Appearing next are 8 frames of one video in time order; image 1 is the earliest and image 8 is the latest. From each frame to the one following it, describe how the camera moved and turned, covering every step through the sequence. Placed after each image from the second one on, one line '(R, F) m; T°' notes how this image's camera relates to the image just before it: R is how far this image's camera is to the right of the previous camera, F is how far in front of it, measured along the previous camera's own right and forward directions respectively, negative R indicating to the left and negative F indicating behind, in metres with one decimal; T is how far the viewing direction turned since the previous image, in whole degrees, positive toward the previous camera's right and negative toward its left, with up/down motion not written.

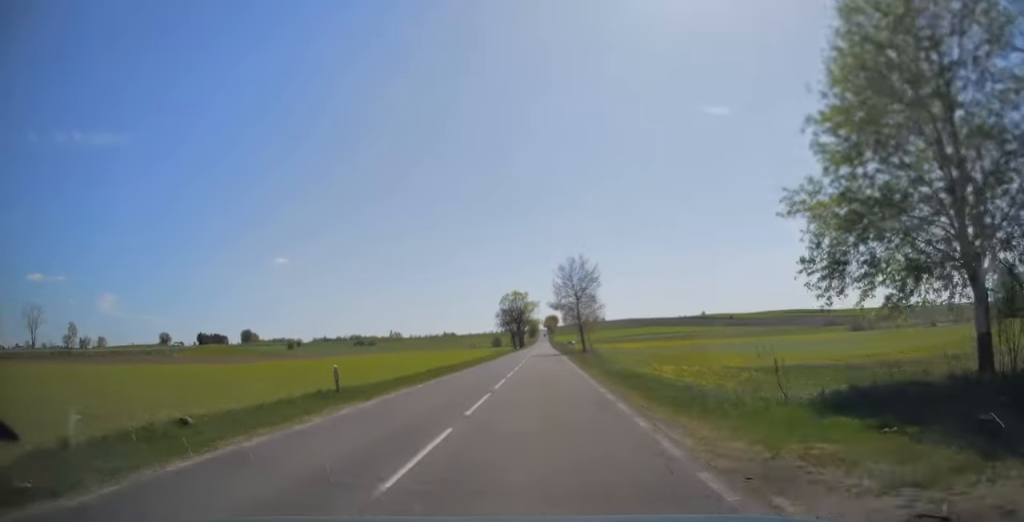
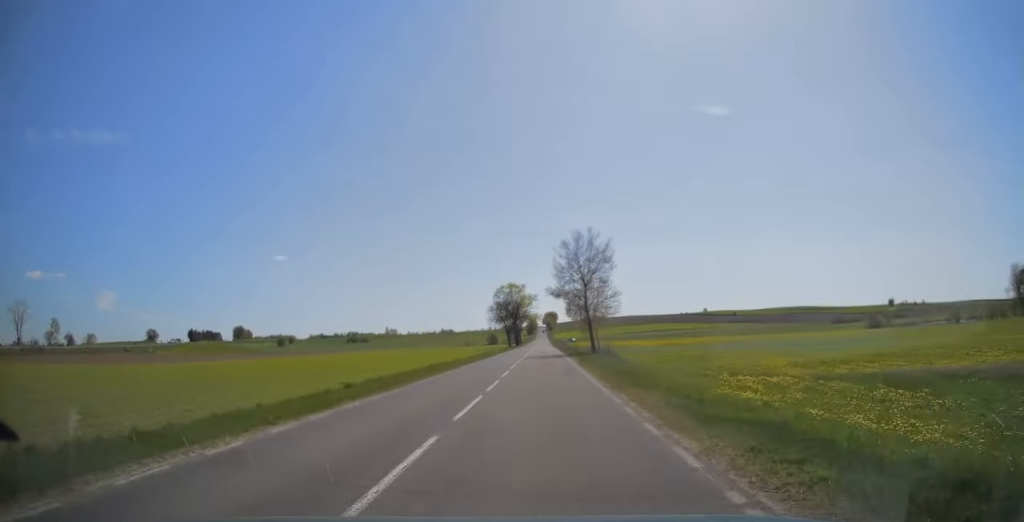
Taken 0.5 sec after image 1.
(-0.1, +13.1) m; 0°
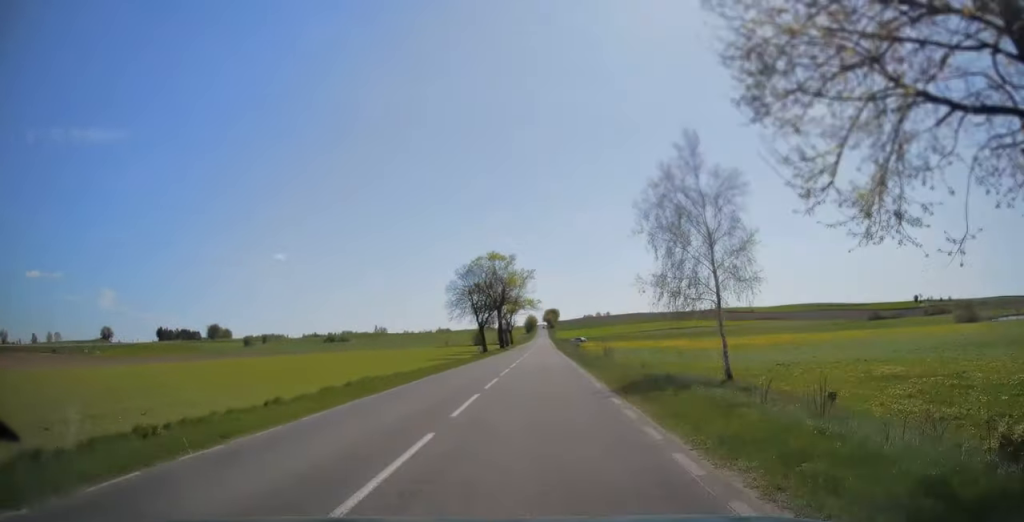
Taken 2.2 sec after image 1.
(+0.2, +47.0) m; 0°
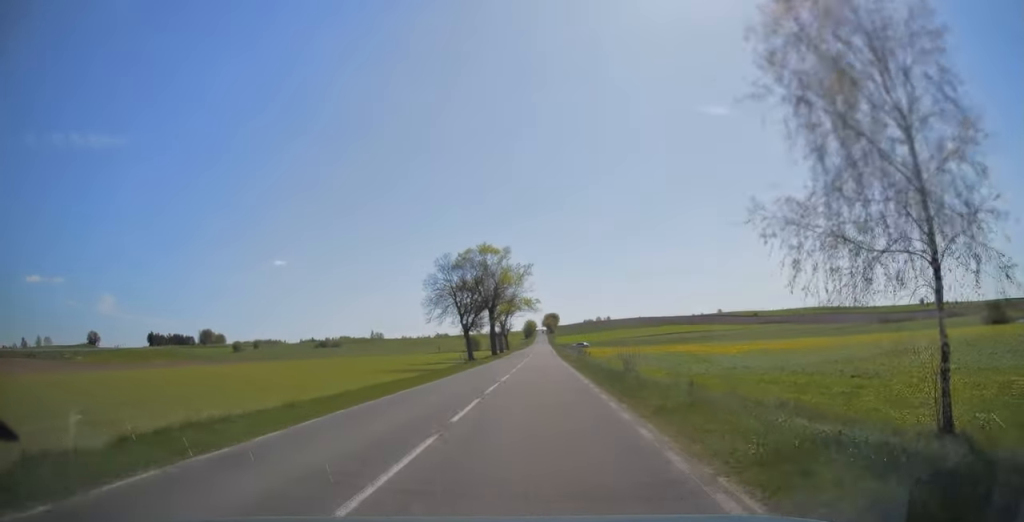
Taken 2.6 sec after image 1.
(0.0, +11.7) m; 0°
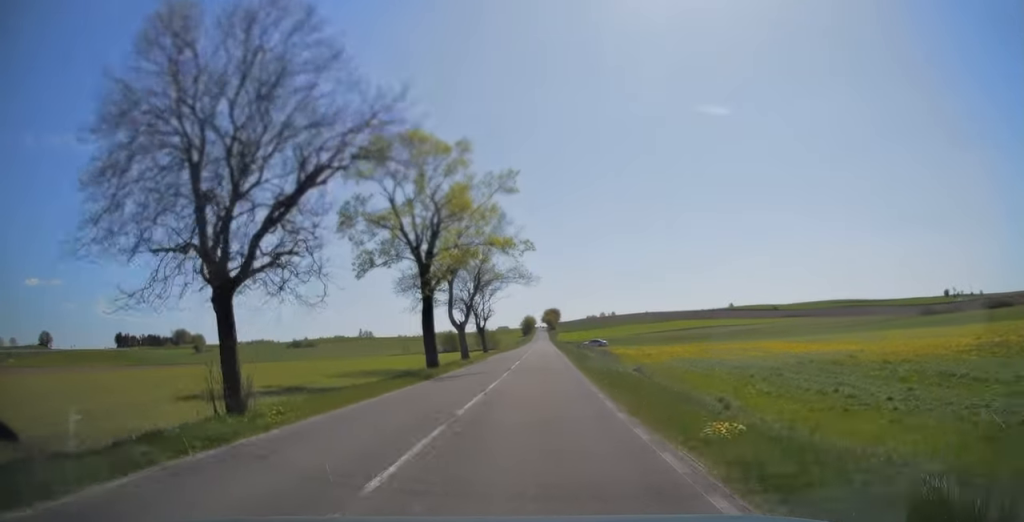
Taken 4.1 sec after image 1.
(0.0, +40.5) m; 0°
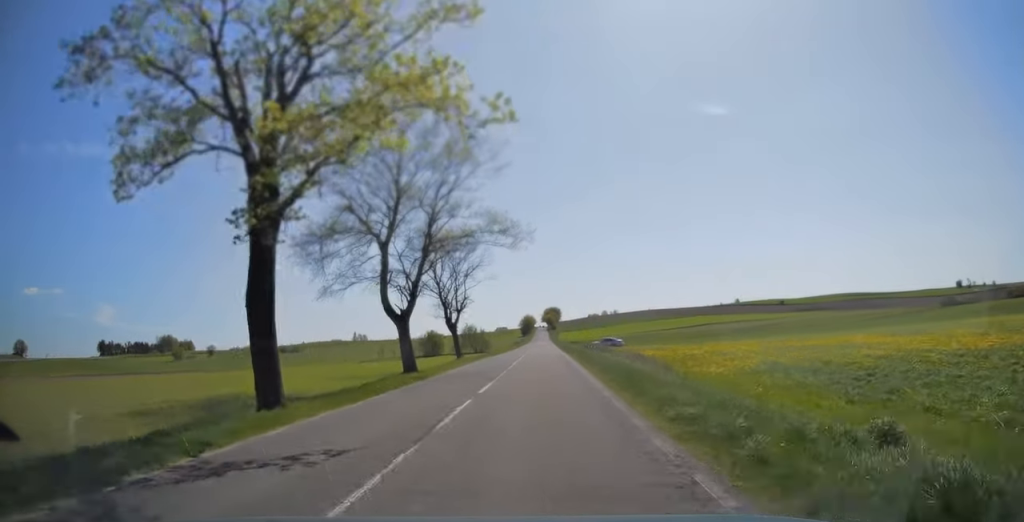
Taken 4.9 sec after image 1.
(-0.1, +19.8) m; 0°
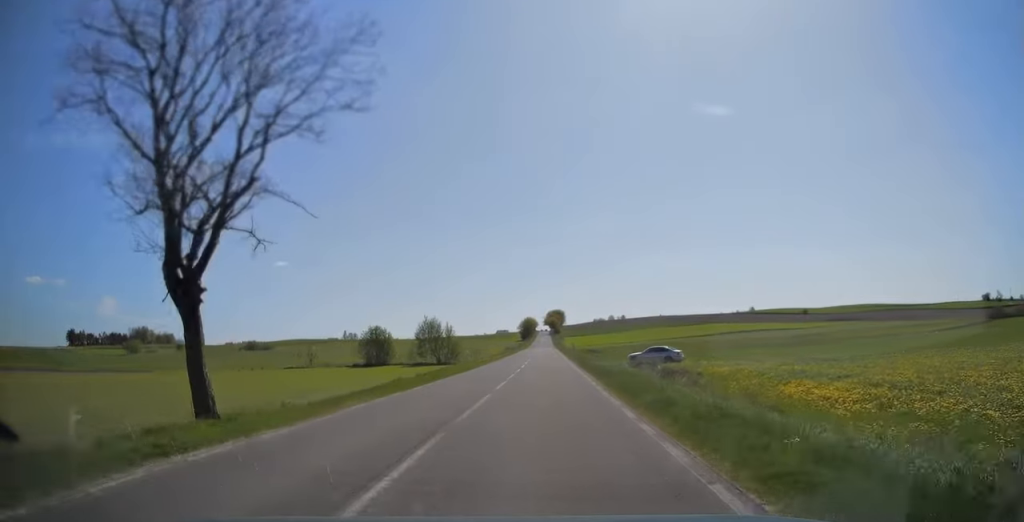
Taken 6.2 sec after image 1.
(0.0, +34.6) m; 0°
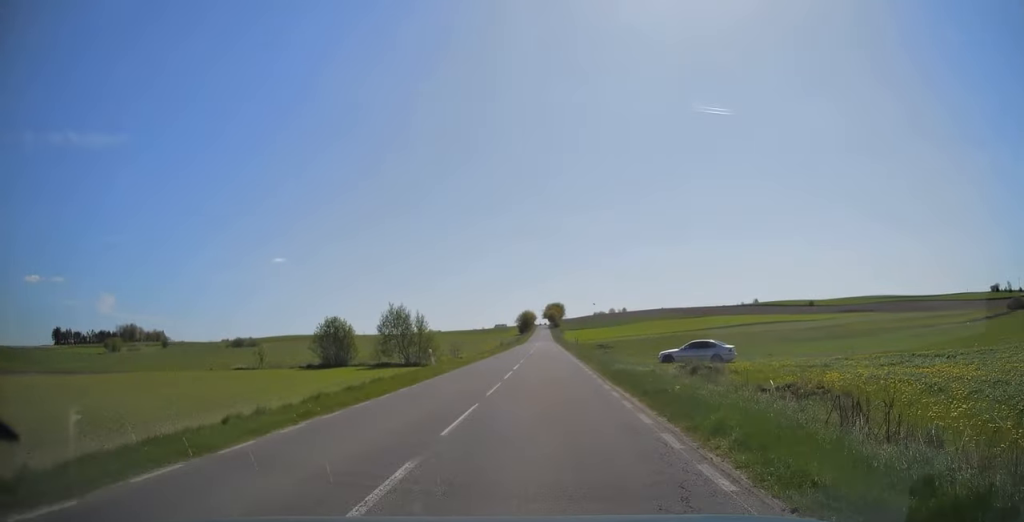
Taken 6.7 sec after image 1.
(0.0, +13.4) m; 0°
